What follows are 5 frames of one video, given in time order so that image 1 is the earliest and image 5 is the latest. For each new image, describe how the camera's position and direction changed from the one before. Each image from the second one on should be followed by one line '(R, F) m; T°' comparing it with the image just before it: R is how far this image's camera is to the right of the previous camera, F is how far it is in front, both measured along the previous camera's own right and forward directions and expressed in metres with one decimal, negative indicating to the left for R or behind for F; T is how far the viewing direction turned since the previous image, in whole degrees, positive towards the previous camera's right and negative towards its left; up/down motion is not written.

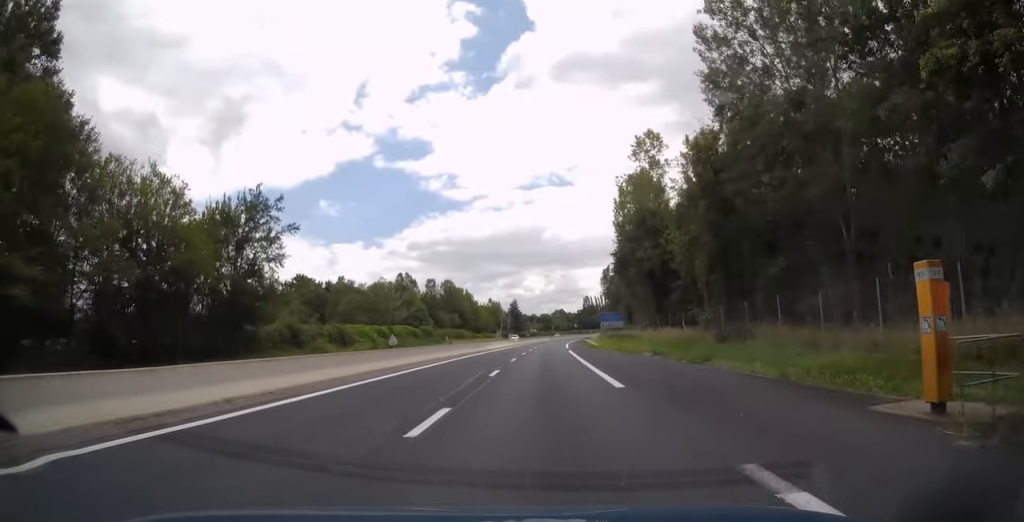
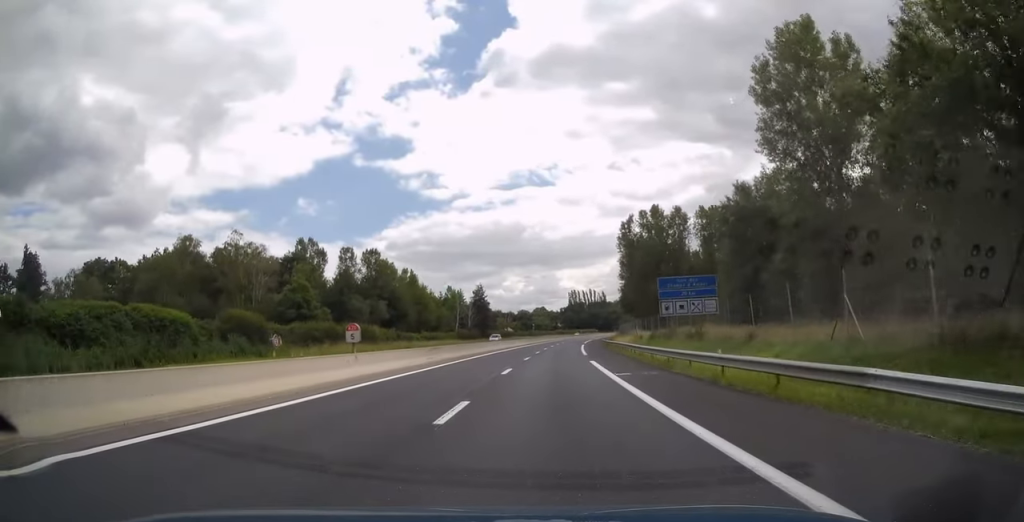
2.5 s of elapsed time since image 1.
(+0.9, +73.3) m; +2°
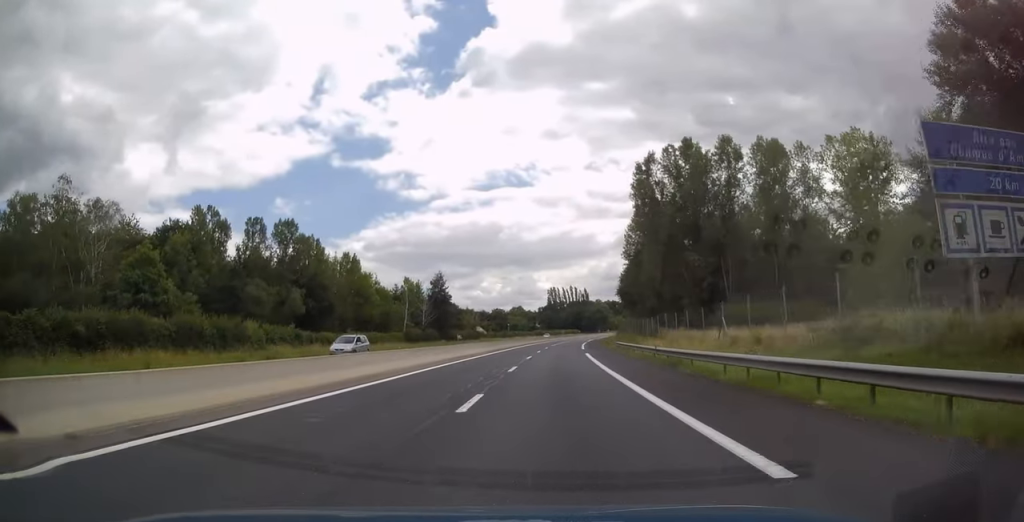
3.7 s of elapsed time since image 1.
(+0.4, +35.9) m; +2°
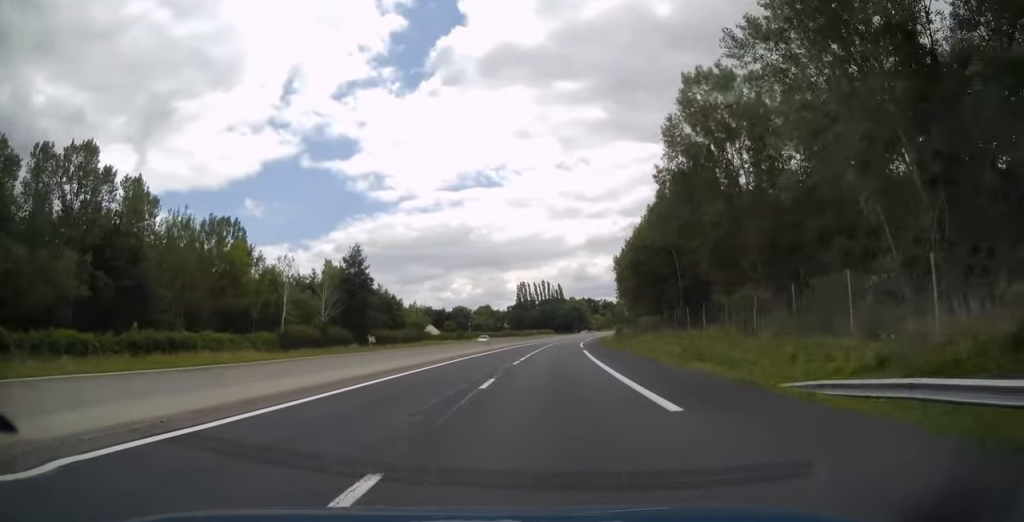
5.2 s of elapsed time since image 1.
(+1.2, +45.2) m; +3°
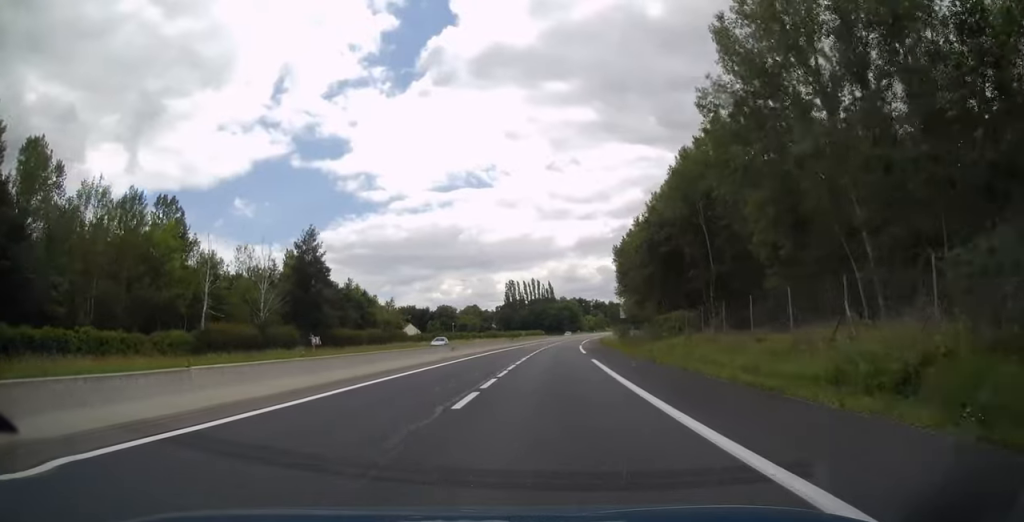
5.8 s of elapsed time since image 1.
(0.0, +16.2) m; +1°
